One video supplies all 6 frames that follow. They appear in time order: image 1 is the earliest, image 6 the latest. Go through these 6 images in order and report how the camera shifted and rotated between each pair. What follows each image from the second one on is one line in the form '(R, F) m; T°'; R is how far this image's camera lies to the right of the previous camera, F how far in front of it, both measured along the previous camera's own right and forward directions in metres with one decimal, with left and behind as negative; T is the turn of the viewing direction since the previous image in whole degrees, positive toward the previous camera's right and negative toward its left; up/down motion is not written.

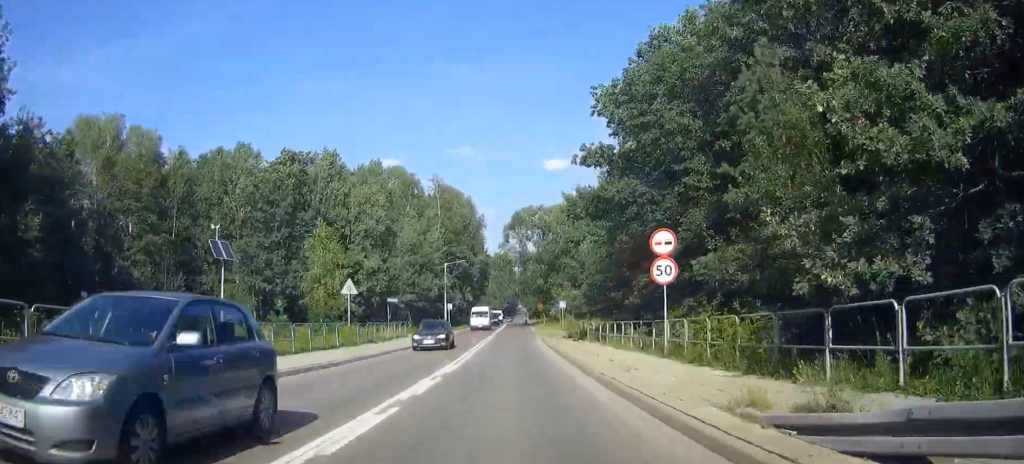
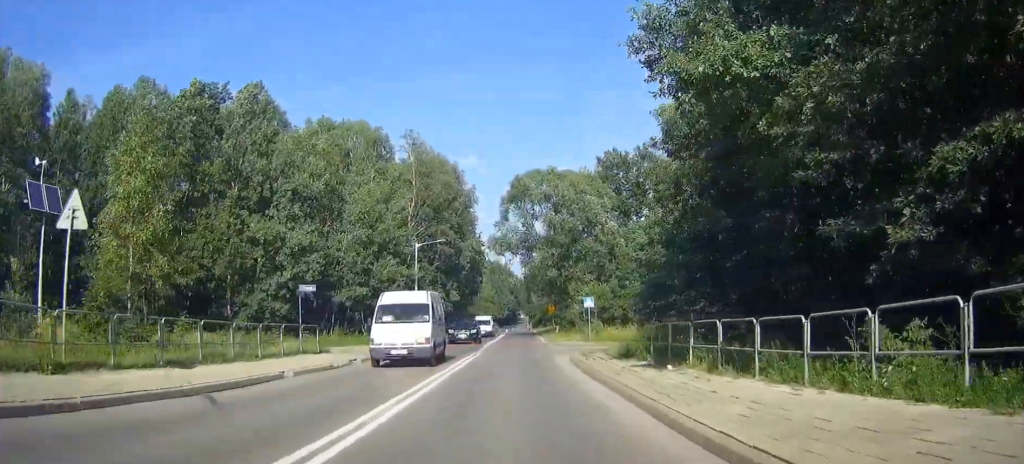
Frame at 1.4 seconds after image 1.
(+0.1, +23.0) m; +1°
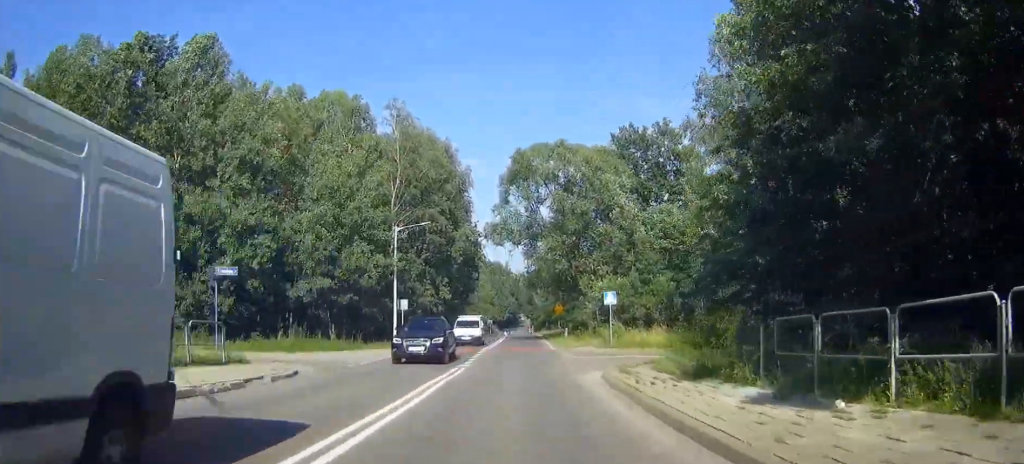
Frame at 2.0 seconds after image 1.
(+0.1, +9.5) m; 0°
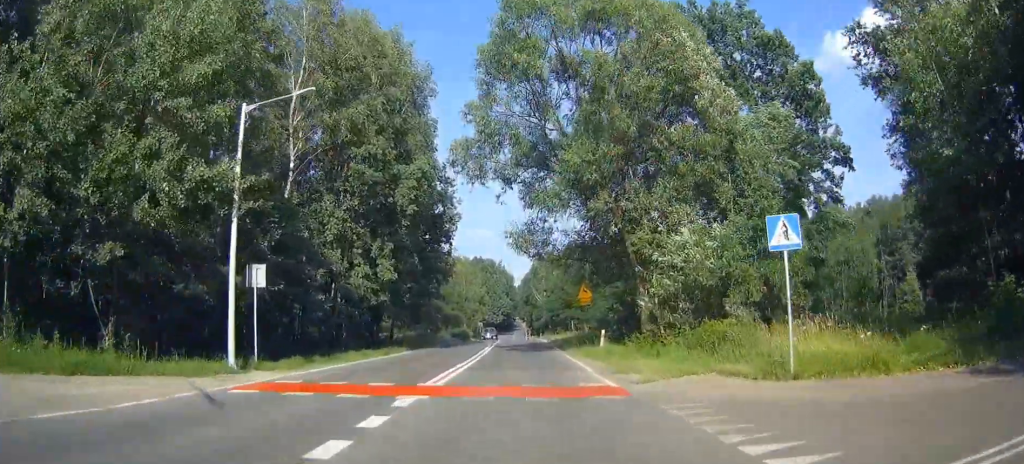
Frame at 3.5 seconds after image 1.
(0.0, +23.9) m; 0°
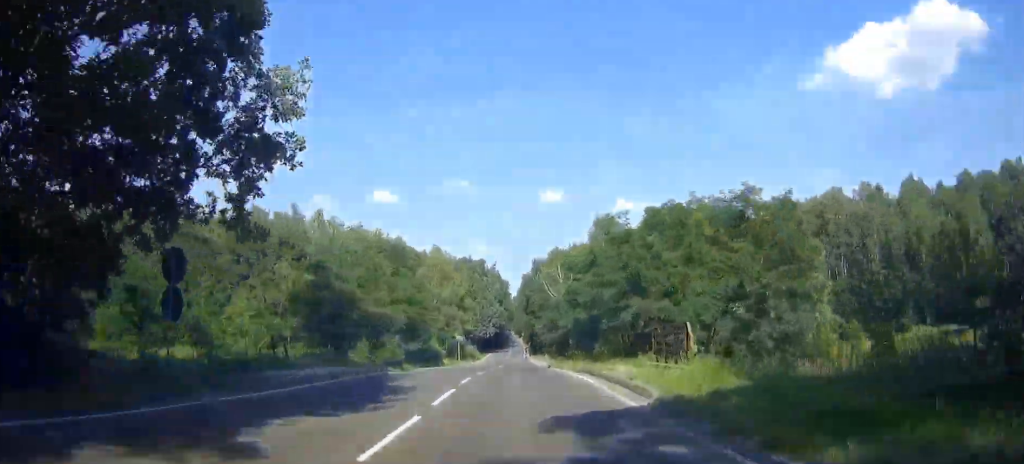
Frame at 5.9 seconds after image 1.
(0.0, +36.7) m; 0°
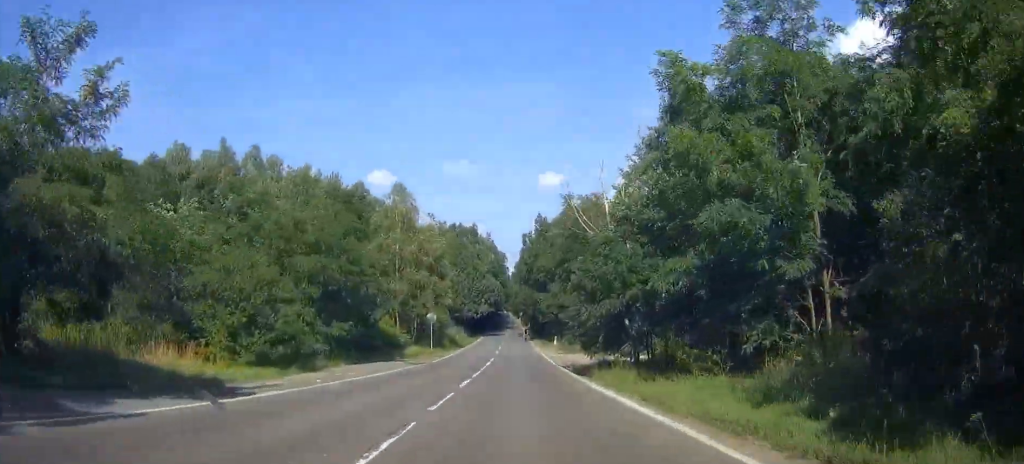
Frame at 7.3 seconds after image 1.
(0.0, +24.3) m; 0°
